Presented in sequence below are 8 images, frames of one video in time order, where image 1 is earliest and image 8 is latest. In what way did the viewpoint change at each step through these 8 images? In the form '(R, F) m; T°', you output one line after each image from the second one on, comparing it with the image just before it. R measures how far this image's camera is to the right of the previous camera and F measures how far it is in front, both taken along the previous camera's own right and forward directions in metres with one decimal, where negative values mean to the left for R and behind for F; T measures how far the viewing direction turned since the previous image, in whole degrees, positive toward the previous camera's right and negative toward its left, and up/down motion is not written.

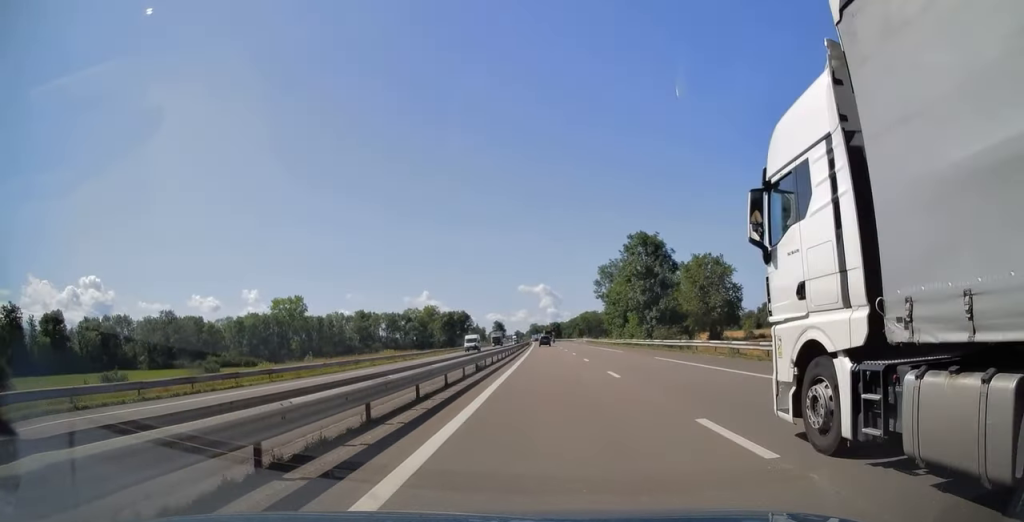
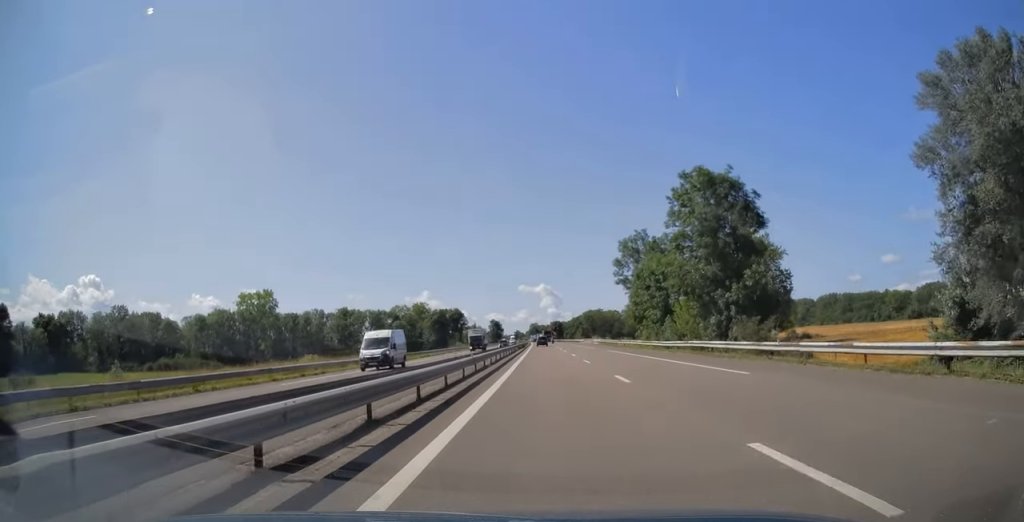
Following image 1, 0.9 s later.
(-0.2, +28.1) m; 0°
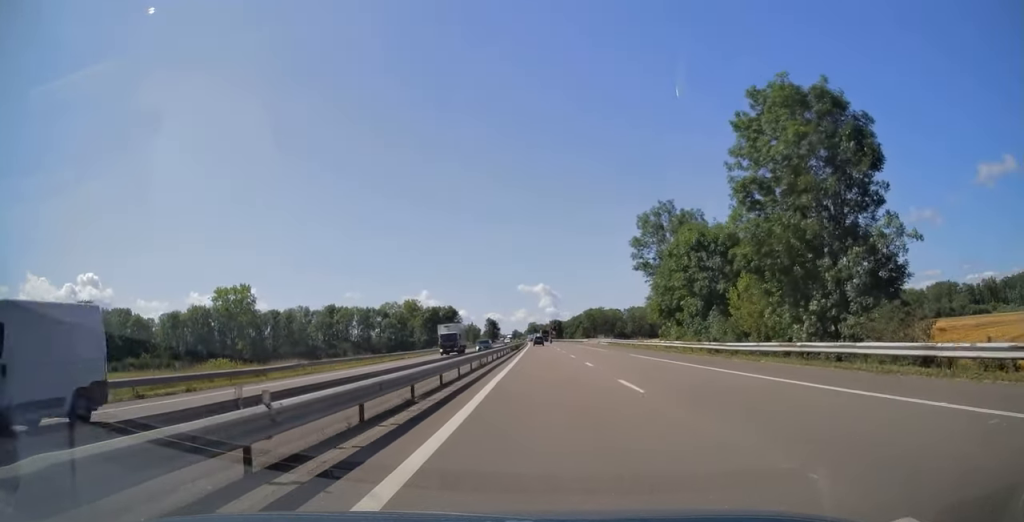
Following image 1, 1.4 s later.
(0.0, +16.2) m; 0°
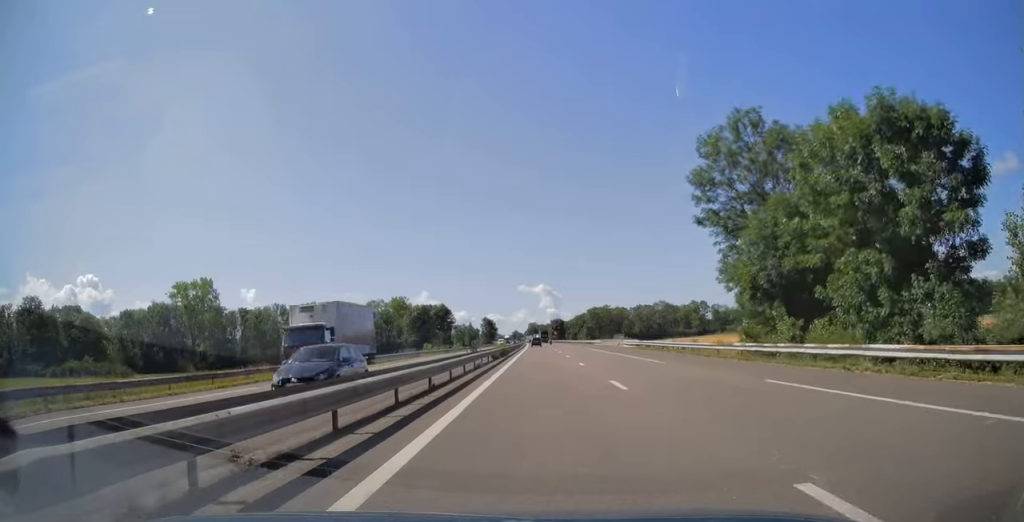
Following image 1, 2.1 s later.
(0.0, +24.8) m; 0°
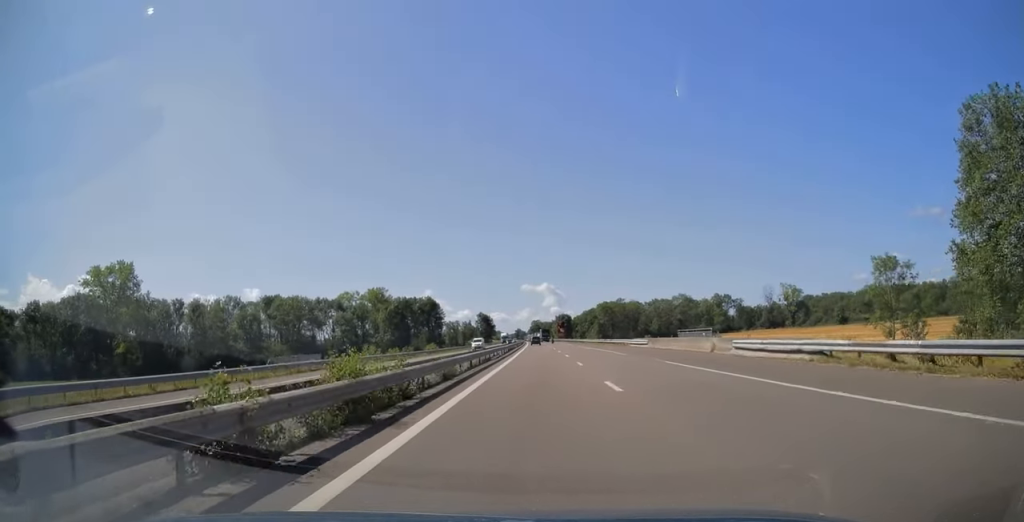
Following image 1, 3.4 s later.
(0.0, +39.9) m; 0°
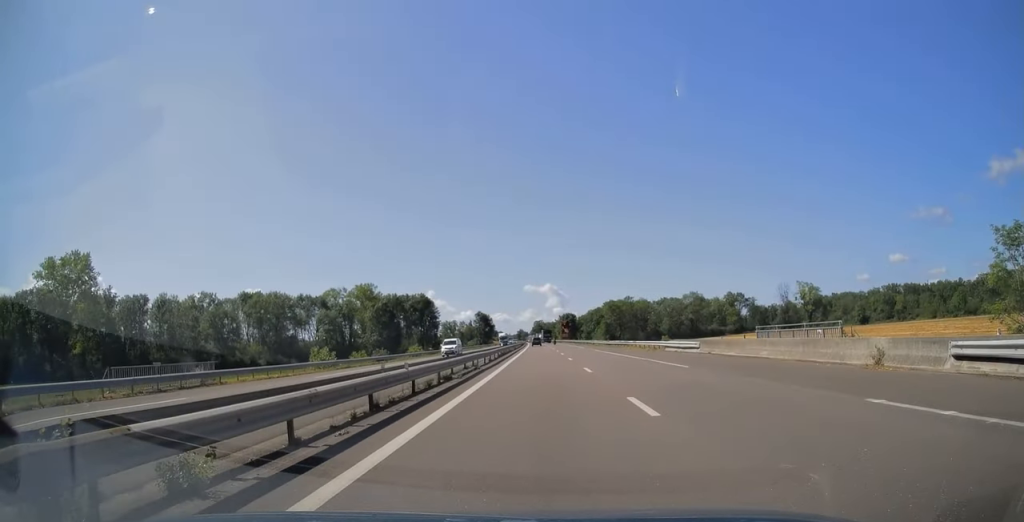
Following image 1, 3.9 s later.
(0.0, +17.3) m; 0°
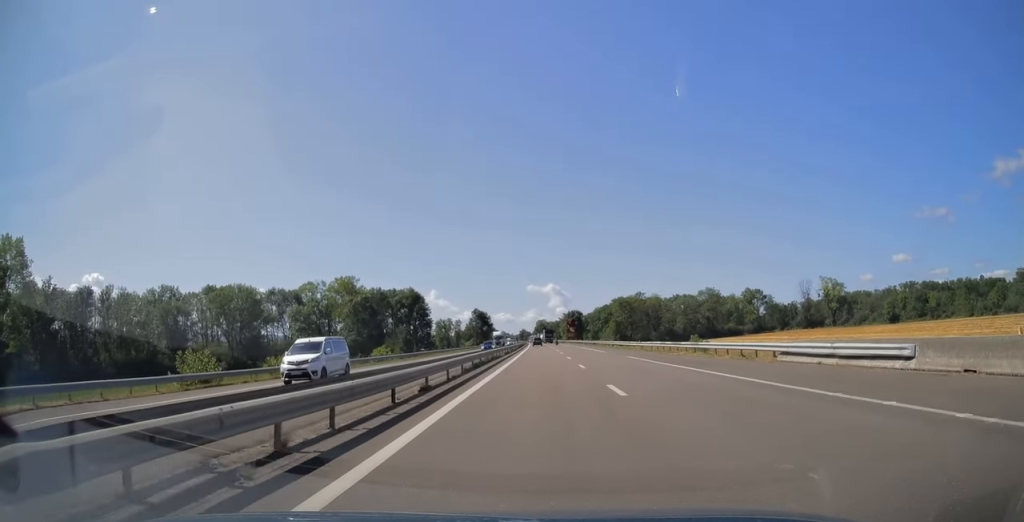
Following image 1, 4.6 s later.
(-0.1, +22.3) m; 0°
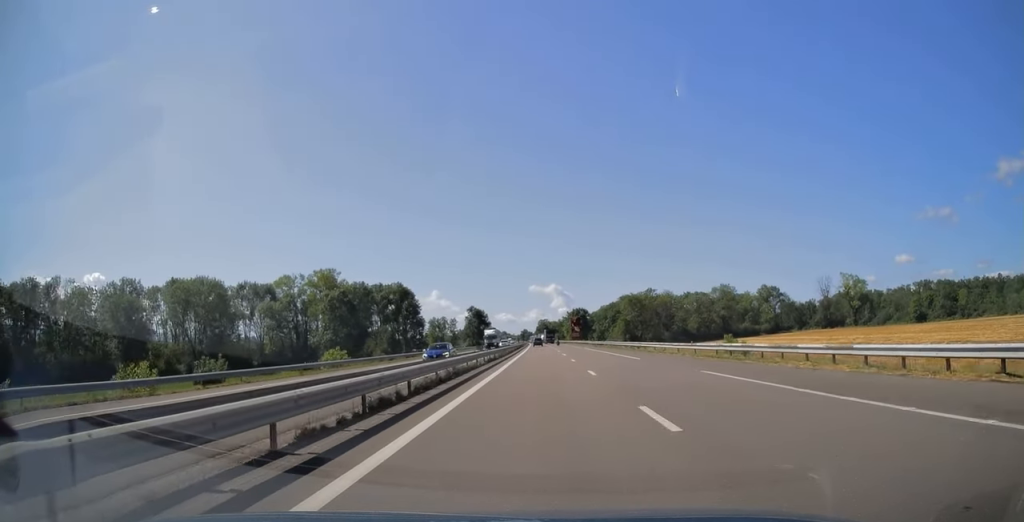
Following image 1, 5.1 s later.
(0.0, +18.0) m; 0°
